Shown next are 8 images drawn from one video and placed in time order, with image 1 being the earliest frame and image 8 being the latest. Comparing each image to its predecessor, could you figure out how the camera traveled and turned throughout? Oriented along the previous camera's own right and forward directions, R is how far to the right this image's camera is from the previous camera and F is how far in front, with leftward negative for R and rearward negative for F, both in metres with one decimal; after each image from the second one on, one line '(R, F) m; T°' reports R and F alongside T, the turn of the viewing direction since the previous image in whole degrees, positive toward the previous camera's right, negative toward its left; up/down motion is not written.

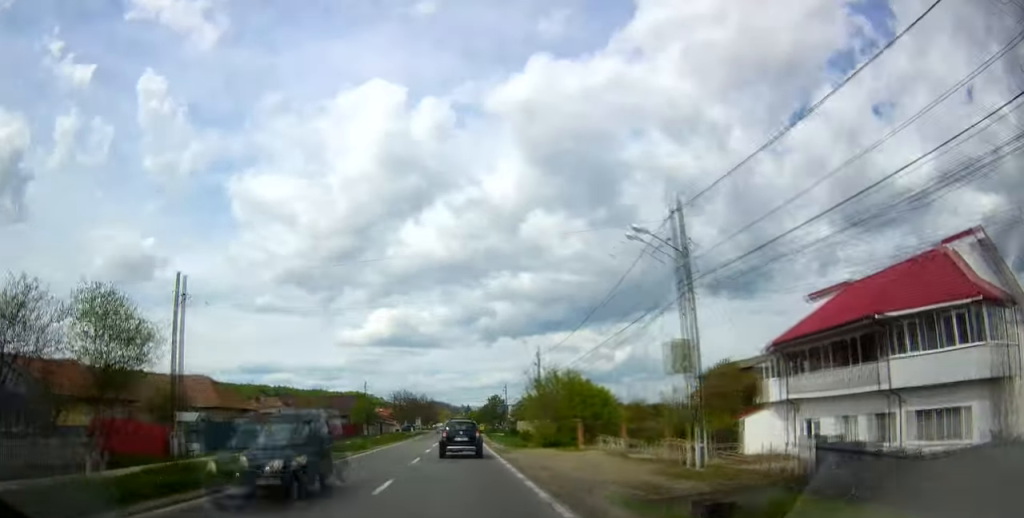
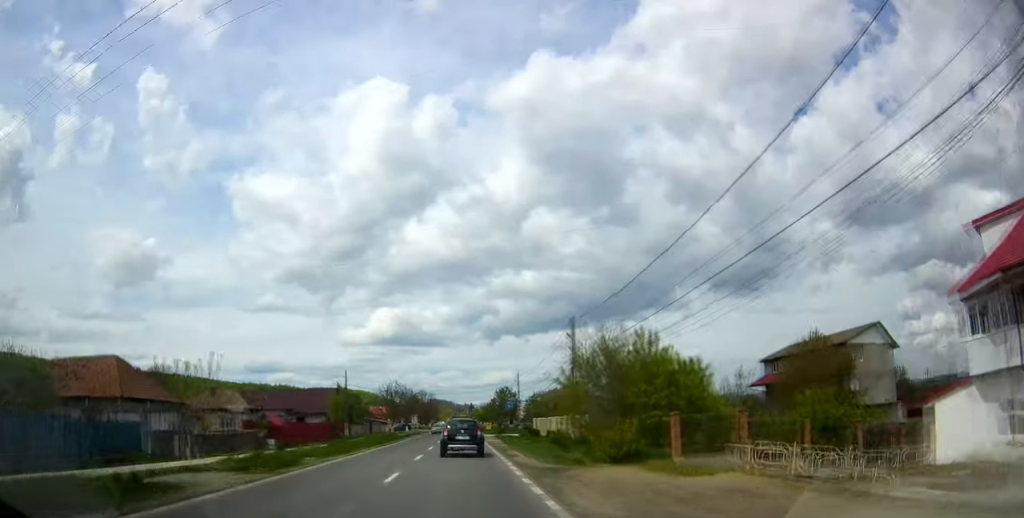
(-0.2, +16.1) m; 0°
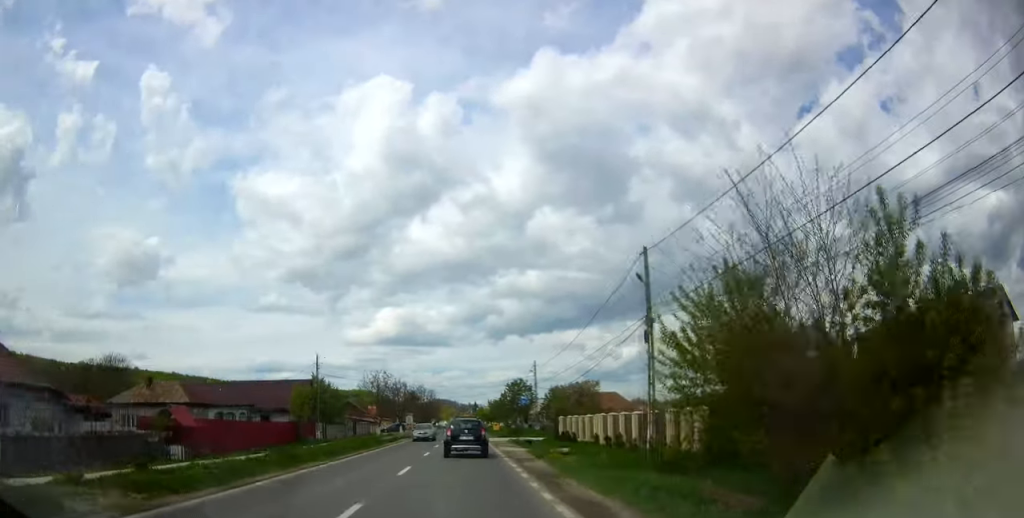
(+0.2, +15.4) m; 0°
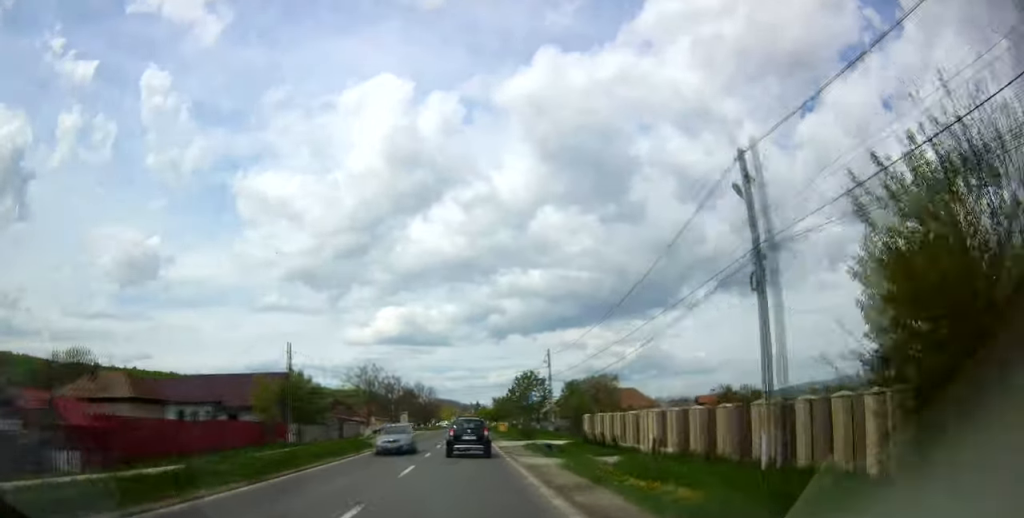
(+0.1, +9.5) m; 0°
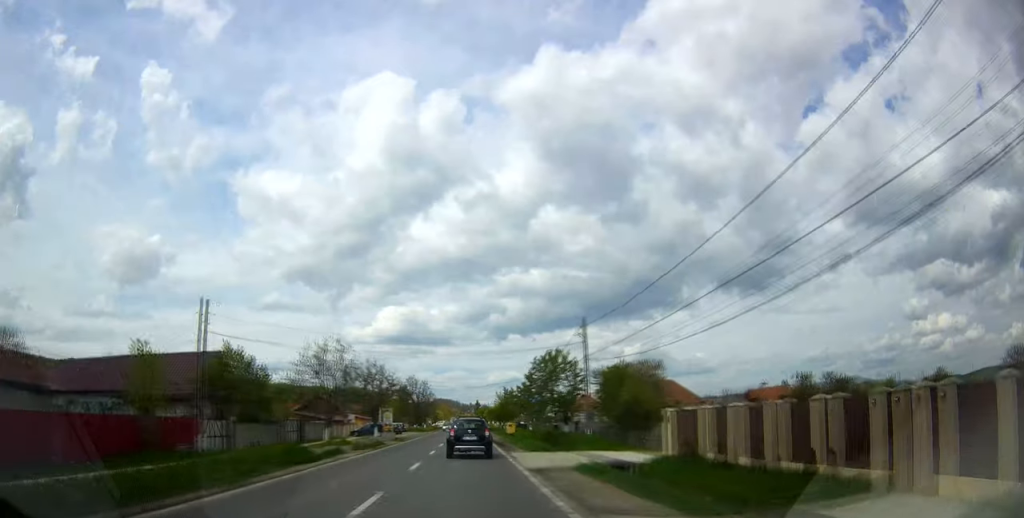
(-0.5, +16.0) m; 0°
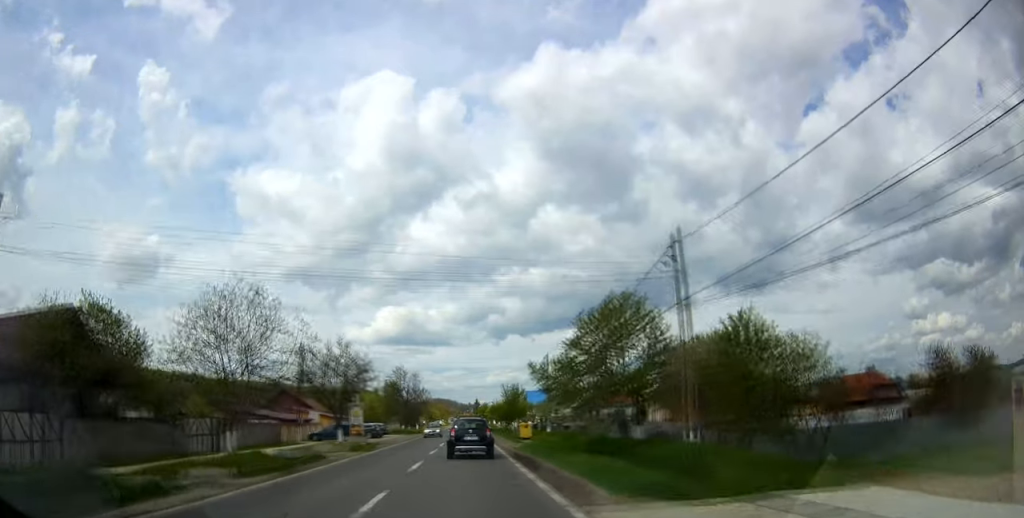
(+0.6, +17.6) m; +1°
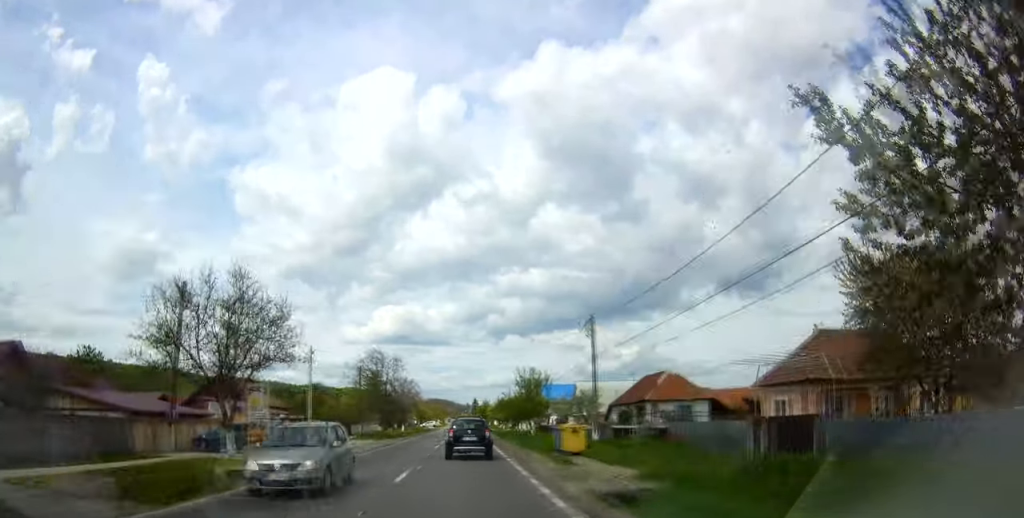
(-0.3, +21.9) m; -1°
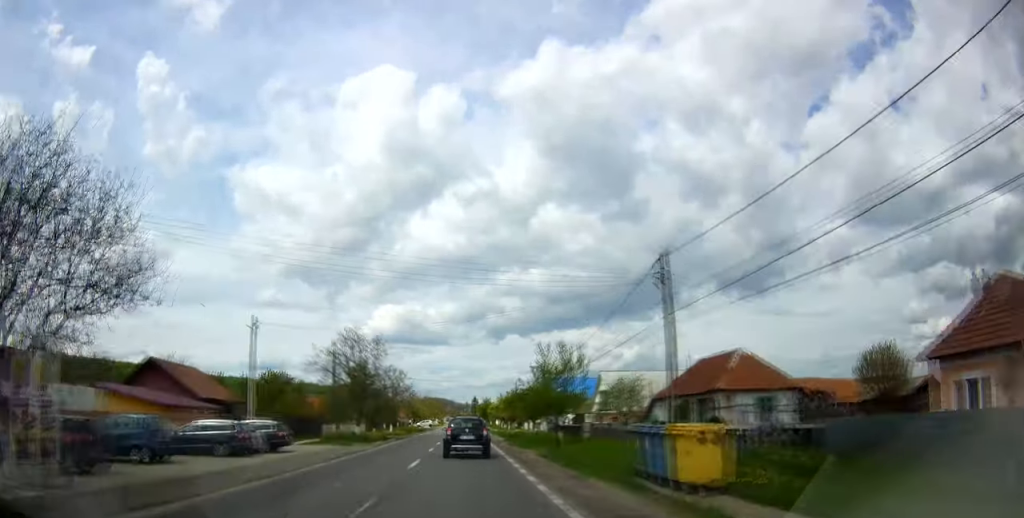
(-0.2, +14.5) m; 0°
